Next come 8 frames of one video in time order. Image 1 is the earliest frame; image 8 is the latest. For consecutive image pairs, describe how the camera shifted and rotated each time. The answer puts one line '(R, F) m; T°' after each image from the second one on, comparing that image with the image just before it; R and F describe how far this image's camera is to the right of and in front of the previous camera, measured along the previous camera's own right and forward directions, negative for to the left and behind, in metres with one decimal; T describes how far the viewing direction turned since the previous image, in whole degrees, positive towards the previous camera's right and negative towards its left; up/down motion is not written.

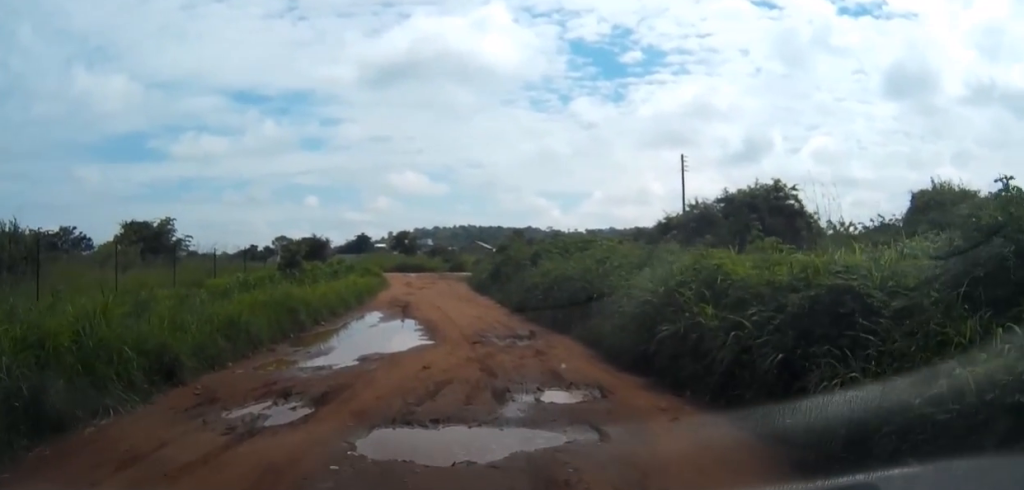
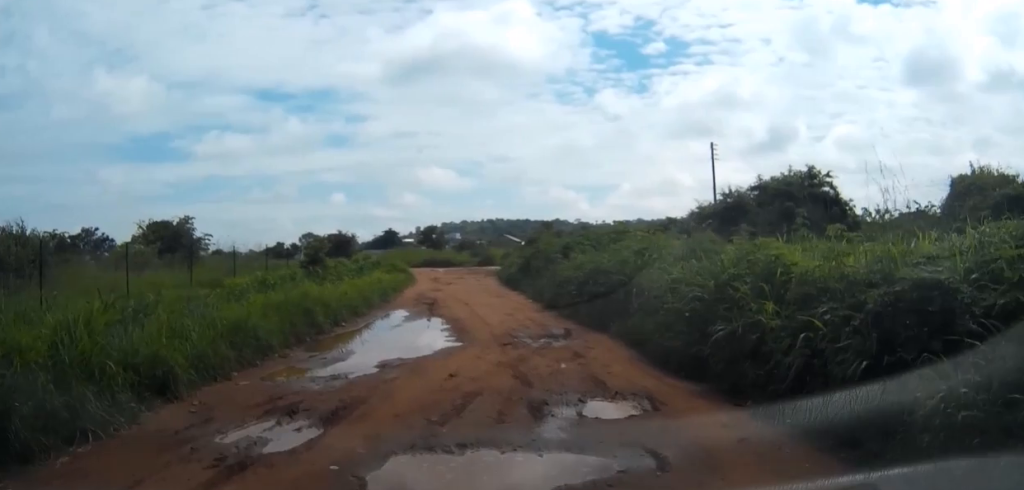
(0.0, +1.0) m; -3°
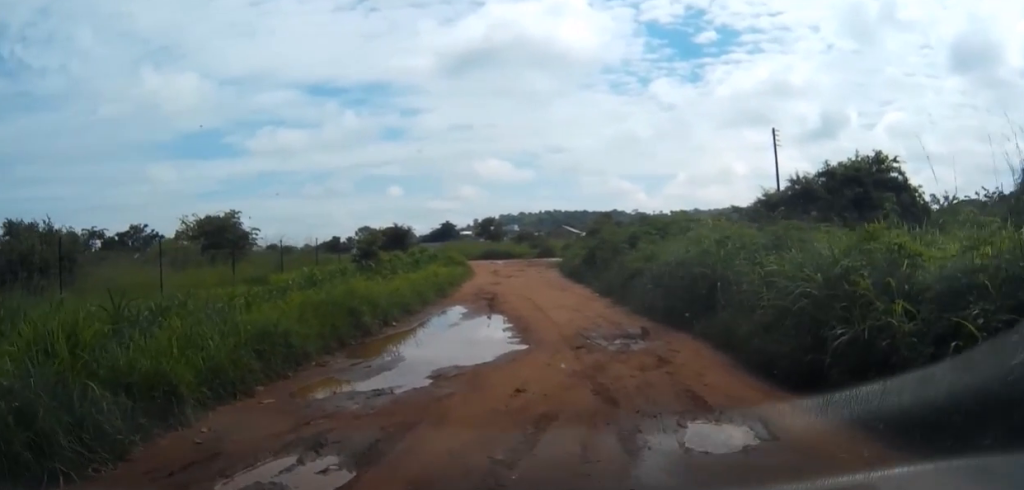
(-0.1, +1.3) m; -3°
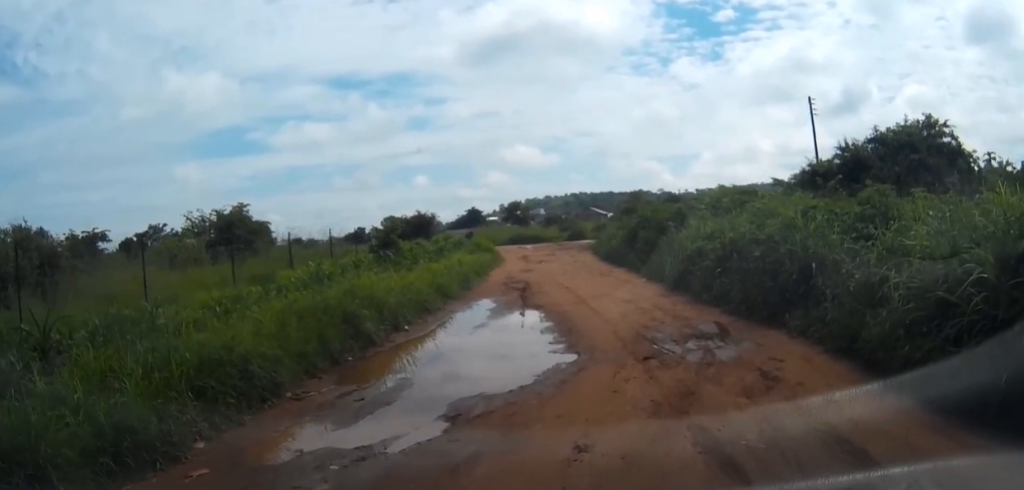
(0.0, +2.7) m; 0°
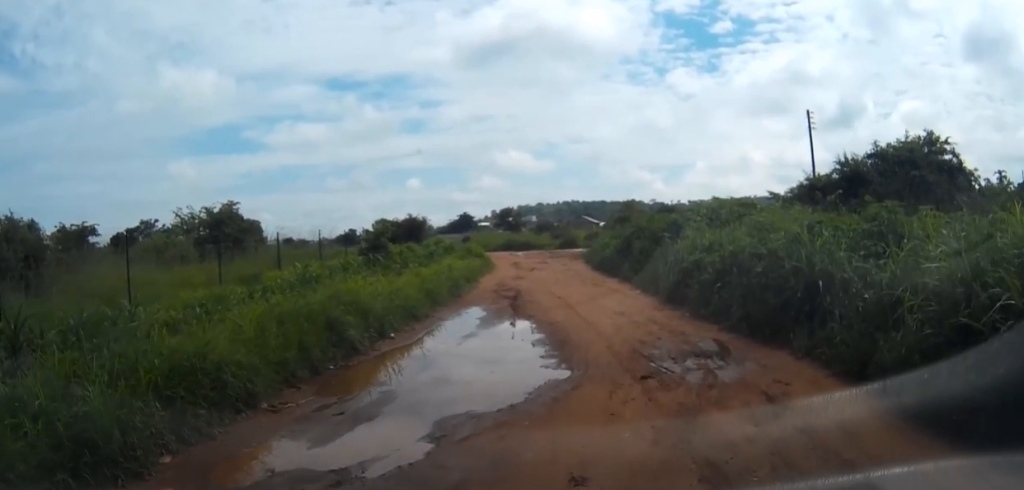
(0.0, +0.5) m; 0°
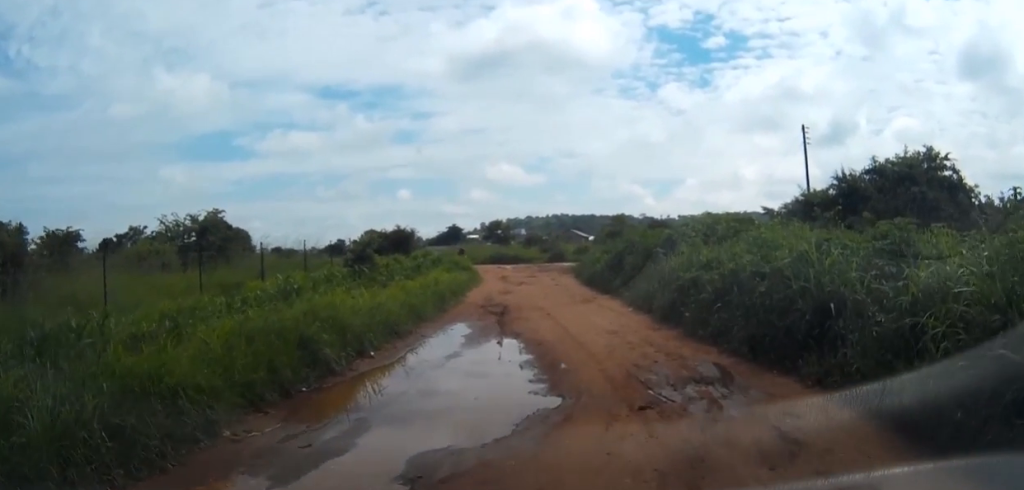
(+0.2, +0.6) m; 0°
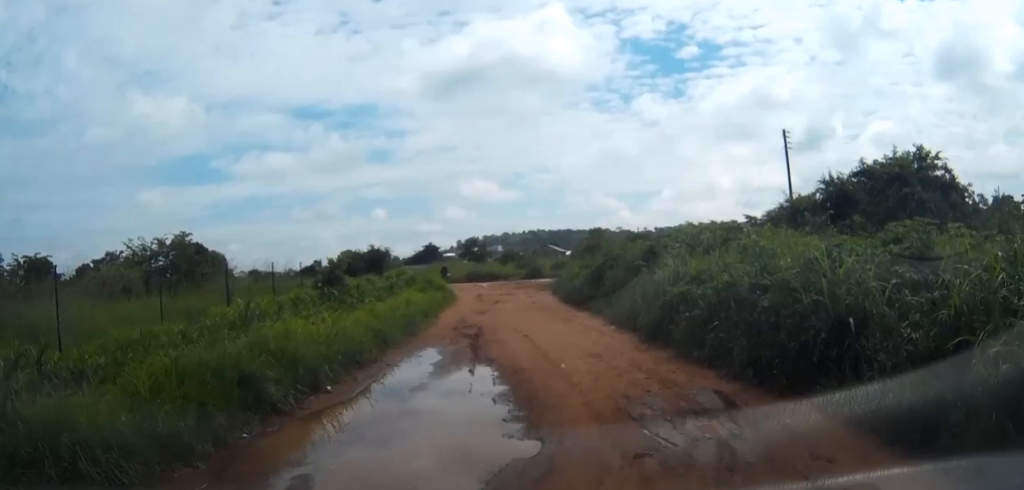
(+0.3, +0.9) m; 0°
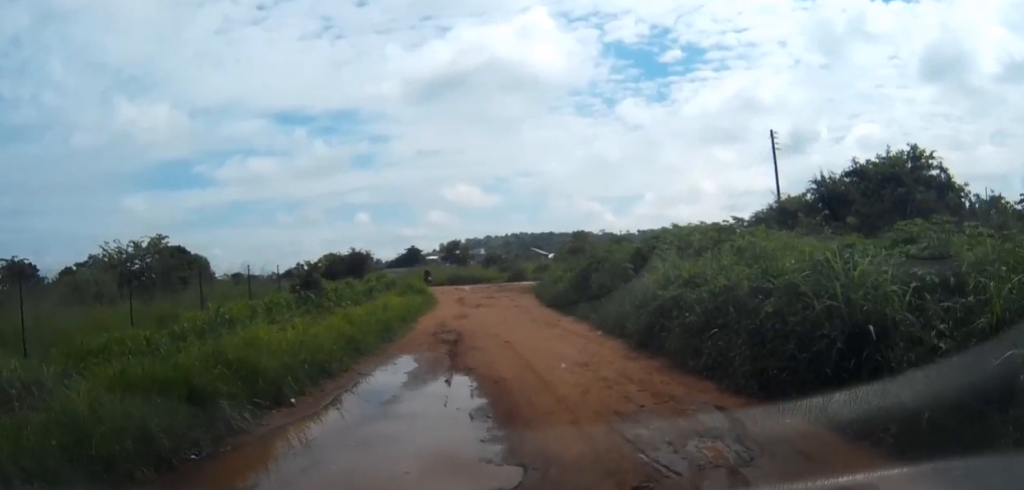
(+0.1, +0.7) m; 0°
